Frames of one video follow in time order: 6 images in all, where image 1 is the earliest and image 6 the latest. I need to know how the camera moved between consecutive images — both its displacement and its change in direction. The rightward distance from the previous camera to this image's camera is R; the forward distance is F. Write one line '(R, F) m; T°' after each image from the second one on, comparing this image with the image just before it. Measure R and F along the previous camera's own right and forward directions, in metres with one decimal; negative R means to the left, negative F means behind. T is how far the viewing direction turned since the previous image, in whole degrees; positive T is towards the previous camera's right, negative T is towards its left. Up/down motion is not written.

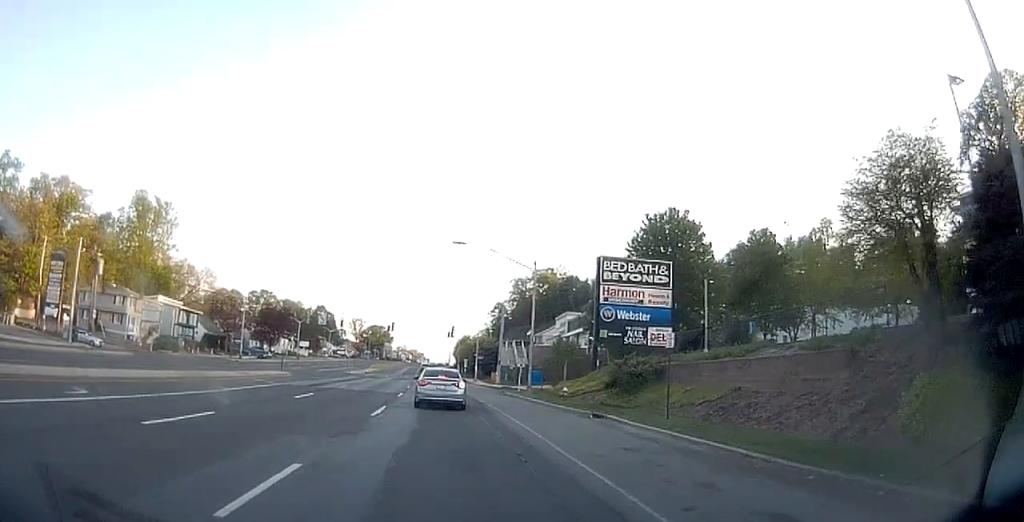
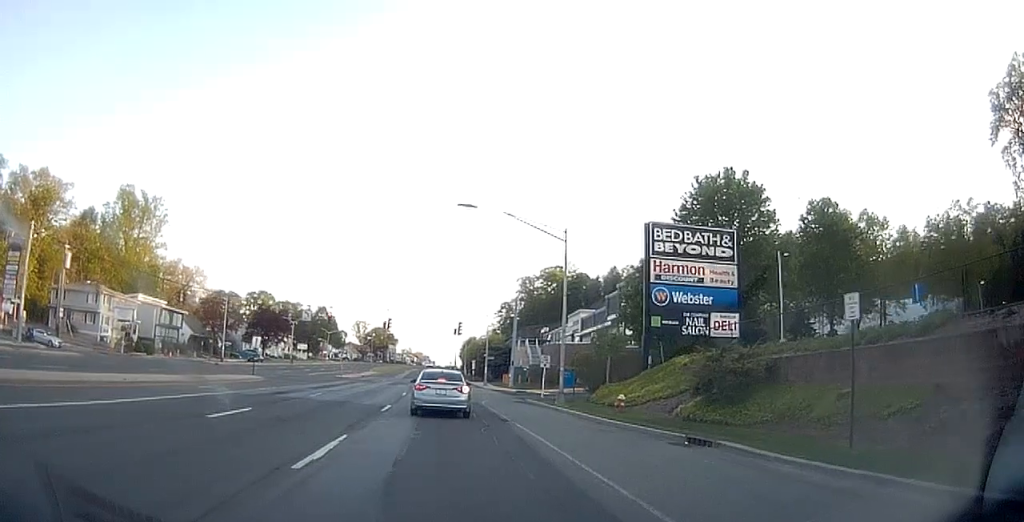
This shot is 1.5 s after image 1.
(-0.2, +8.0) m; 0°
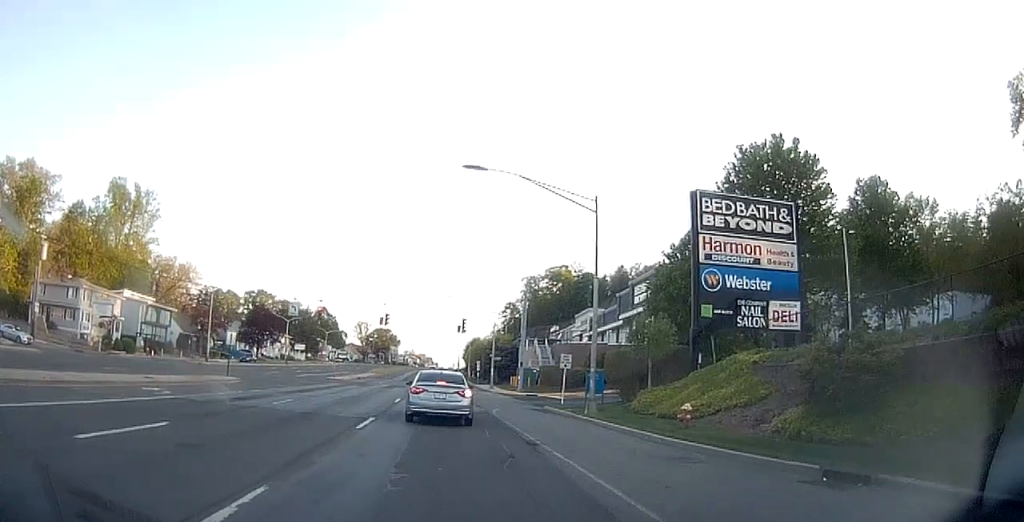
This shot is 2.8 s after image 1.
(+0.1, +5.1) m; +1°
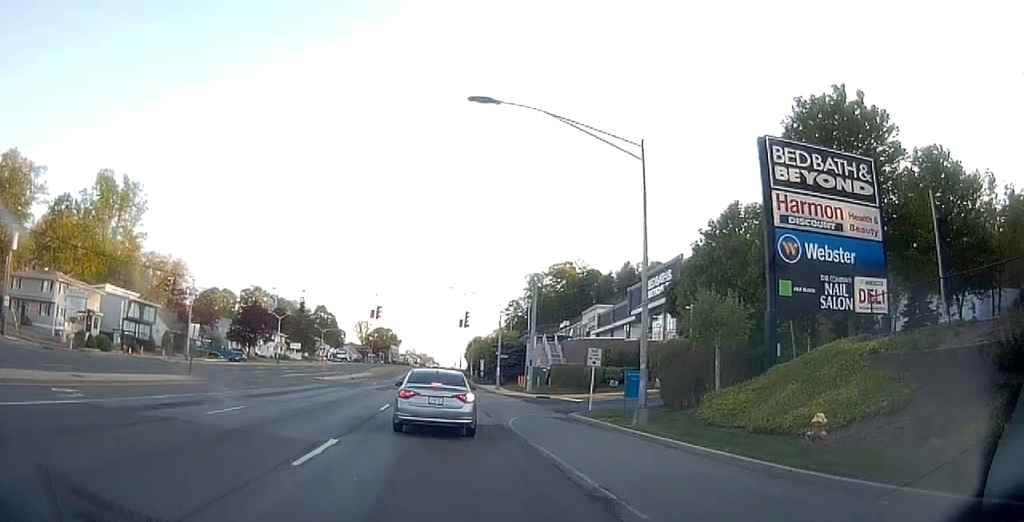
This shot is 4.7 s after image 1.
(-0.1, +5.1) m; -3°
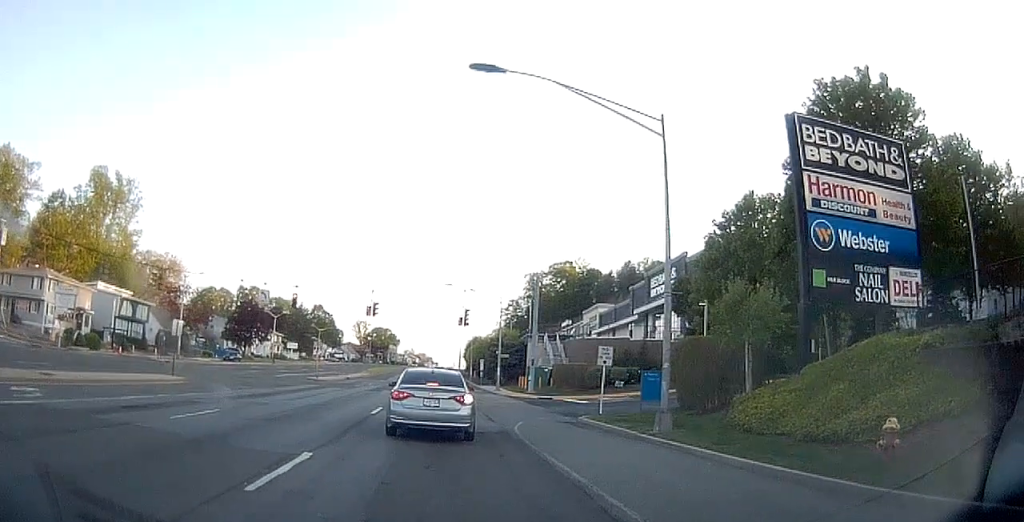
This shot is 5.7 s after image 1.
(0.0, +1.8) m; -3°
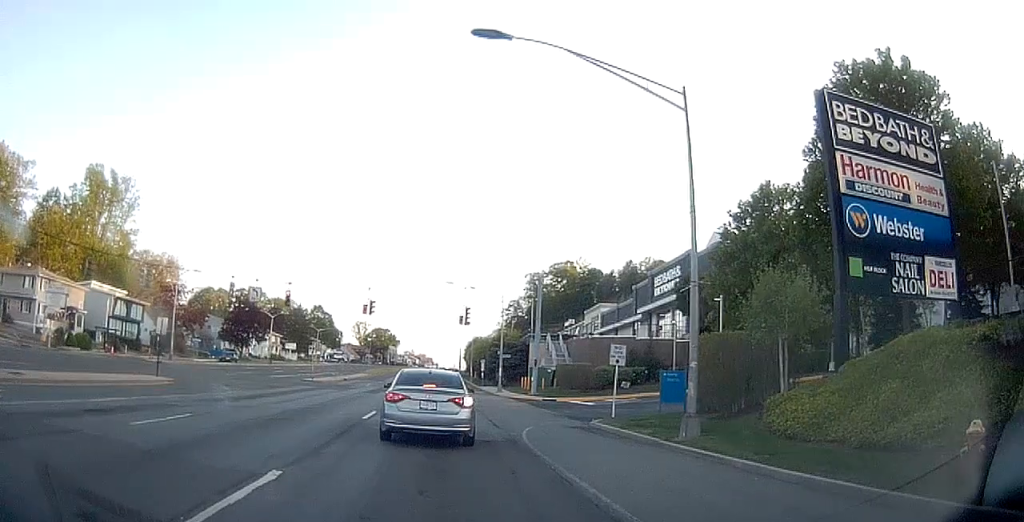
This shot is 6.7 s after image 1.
(0.0, +1.5) m; 0°
